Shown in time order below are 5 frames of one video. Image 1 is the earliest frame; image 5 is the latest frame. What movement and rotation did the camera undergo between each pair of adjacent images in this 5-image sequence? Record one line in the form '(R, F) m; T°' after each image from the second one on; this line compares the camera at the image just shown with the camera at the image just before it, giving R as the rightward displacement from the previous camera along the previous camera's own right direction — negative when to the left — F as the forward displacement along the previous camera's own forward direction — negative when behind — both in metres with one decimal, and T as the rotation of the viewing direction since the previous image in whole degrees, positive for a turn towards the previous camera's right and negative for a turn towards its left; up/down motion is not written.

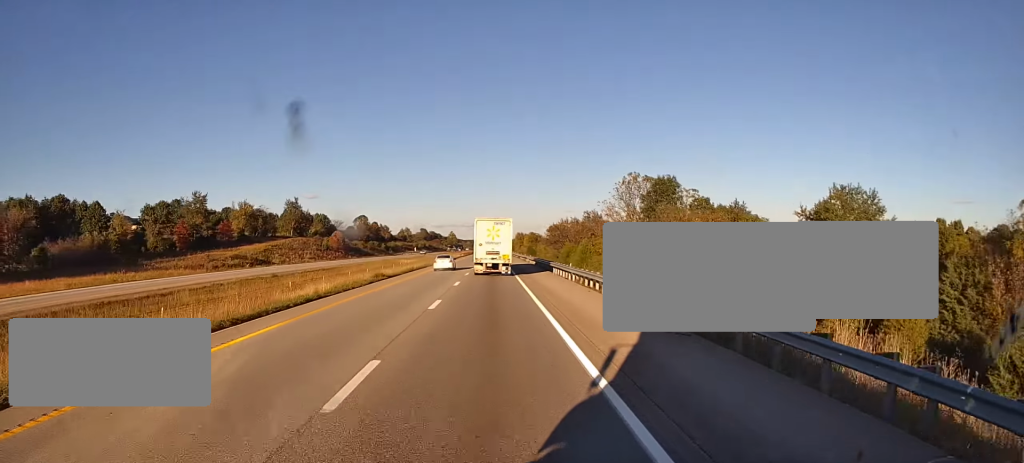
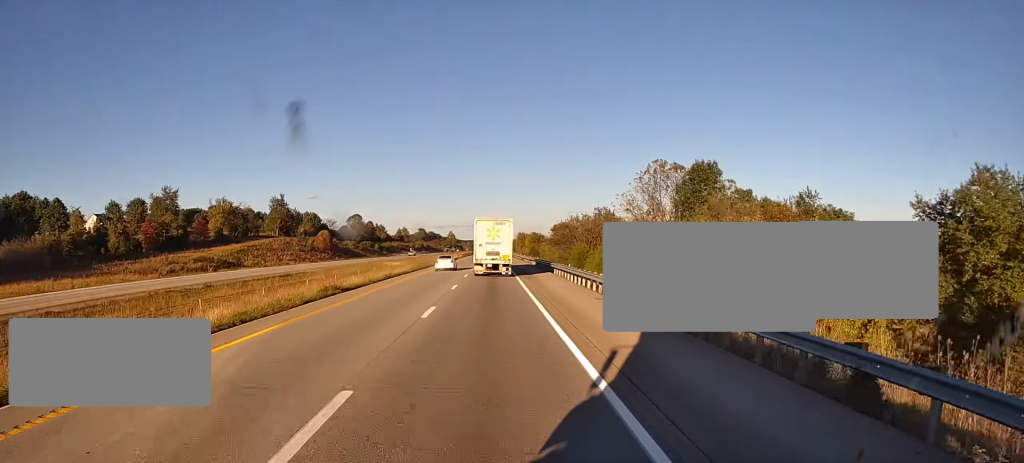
(+0.1, +14.2) m; 0°
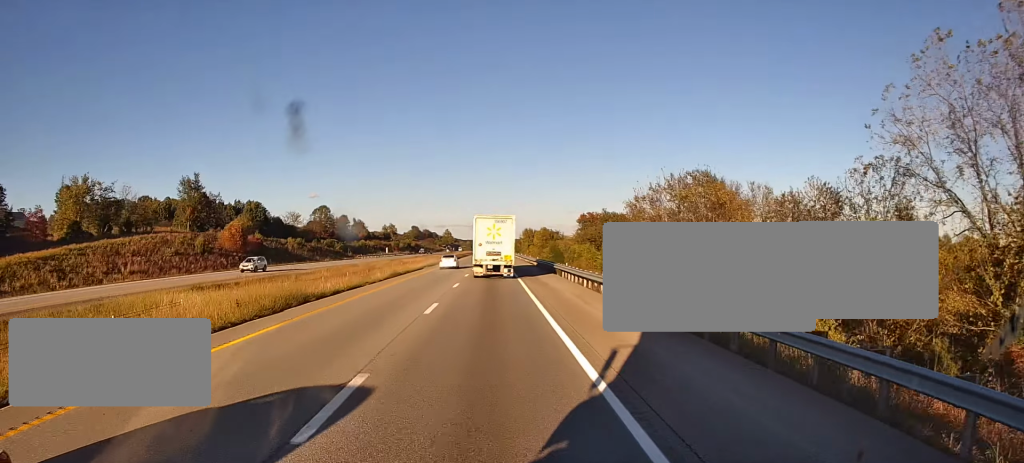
(0.0, +59.0) m; 0°
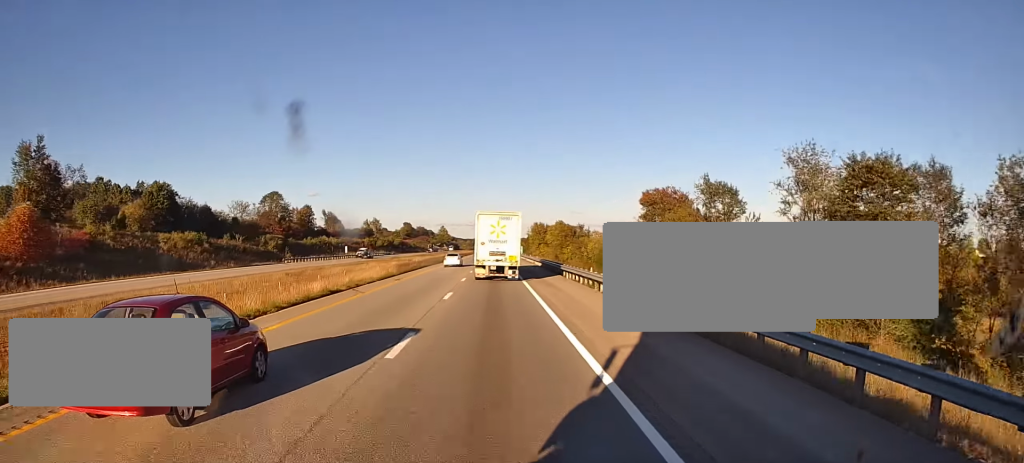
(+0.7, +55.8) m; +1°
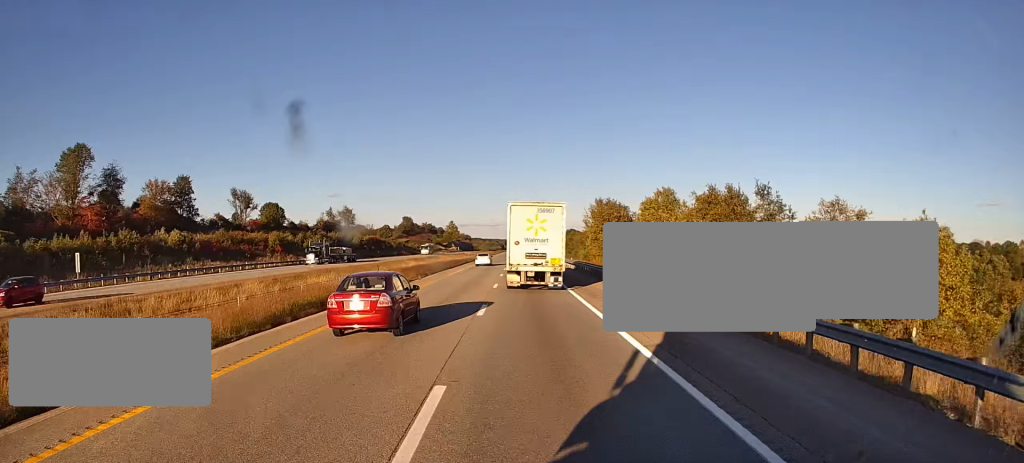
(-1.3, +102.1) m; -1°
